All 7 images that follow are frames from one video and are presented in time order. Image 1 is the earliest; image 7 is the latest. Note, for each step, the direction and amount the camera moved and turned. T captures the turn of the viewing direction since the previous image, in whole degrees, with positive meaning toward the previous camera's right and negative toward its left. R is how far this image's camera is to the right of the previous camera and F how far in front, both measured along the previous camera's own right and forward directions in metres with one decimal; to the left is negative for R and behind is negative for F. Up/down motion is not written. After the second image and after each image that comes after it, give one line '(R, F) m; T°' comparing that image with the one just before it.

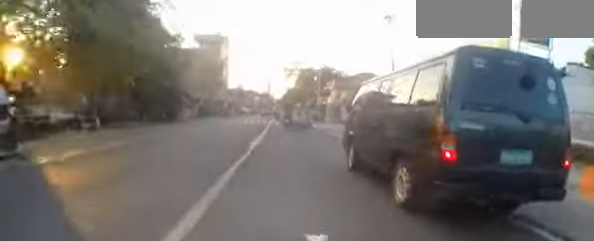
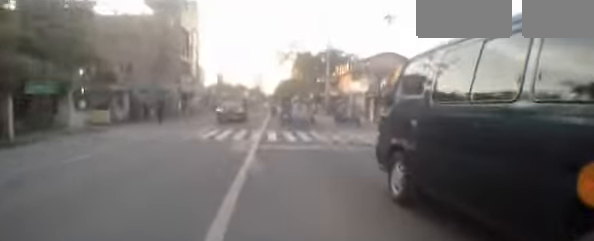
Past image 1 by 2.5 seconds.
(0.0, +17.1) m; +1°
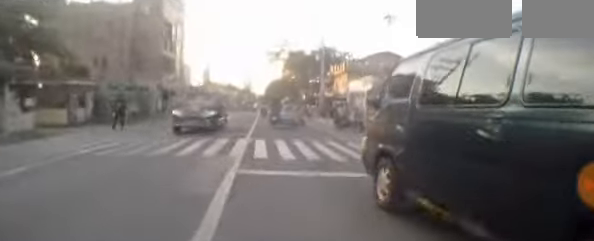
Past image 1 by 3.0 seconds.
(0.0, +2.9) m; -1°
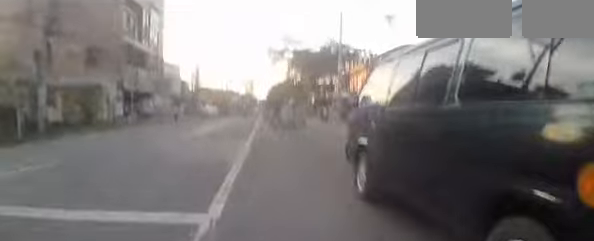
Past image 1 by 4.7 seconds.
(0.0, +9.7) m; 0°
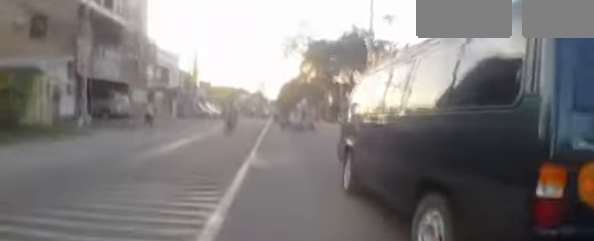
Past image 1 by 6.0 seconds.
(0.0, +7.6) m; -2°
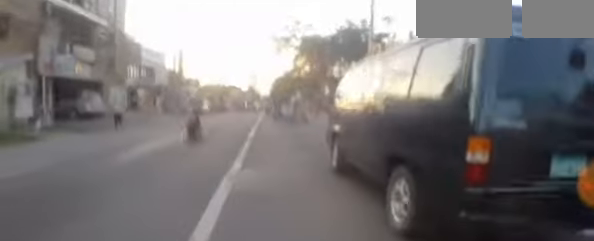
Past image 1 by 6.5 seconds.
(-0.1, +2.7) m; +2°
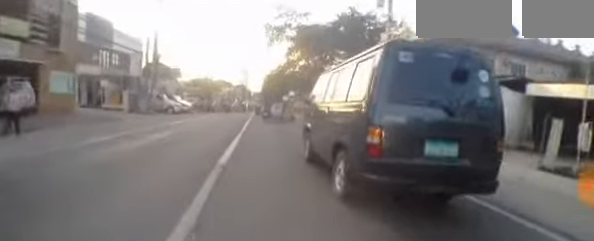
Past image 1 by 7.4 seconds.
(+0.2, +6.0) m; +2°
